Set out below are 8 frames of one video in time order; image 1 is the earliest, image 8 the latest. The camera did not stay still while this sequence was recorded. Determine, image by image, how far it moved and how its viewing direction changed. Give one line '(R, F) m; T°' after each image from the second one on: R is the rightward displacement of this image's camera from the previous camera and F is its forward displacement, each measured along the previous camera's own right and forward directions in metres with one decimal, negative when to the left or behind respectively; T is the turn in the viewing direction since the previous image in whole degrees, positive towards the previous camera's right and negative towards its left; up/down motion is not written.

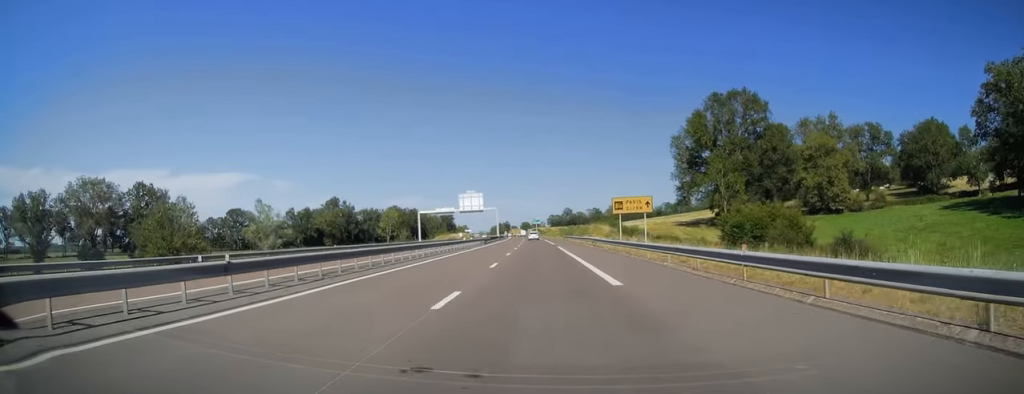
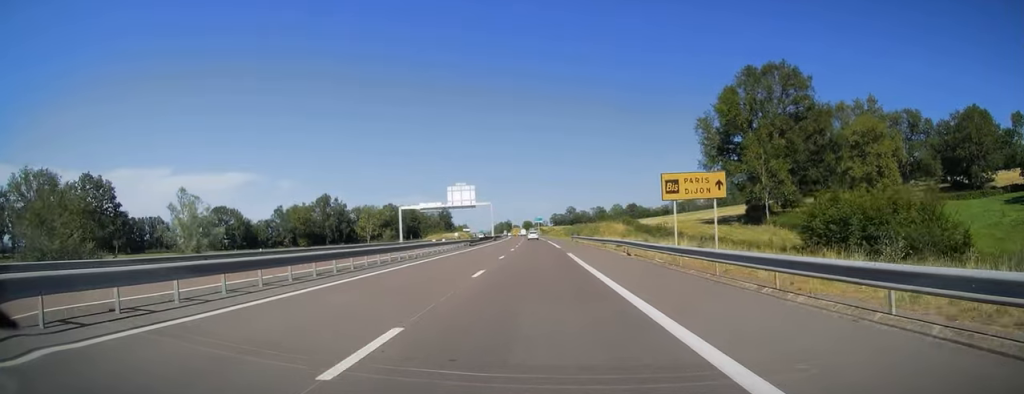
(0.0, +18.1) m; 0°
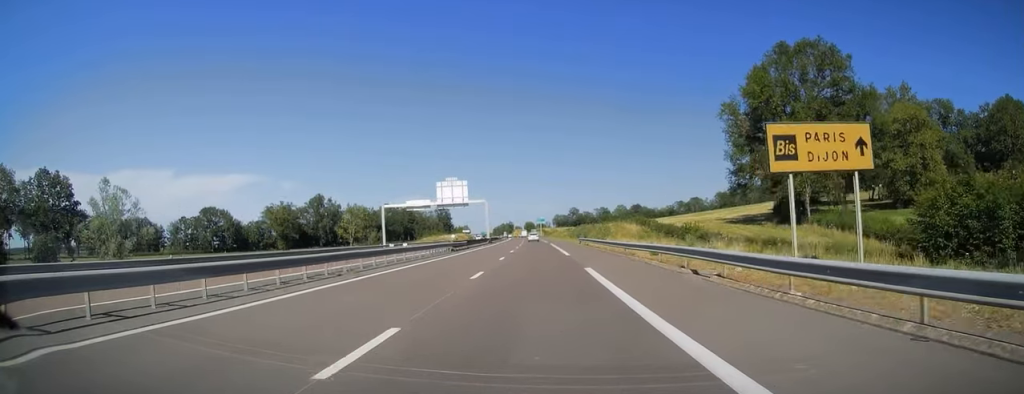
(0.0, +12.7) m; 0°
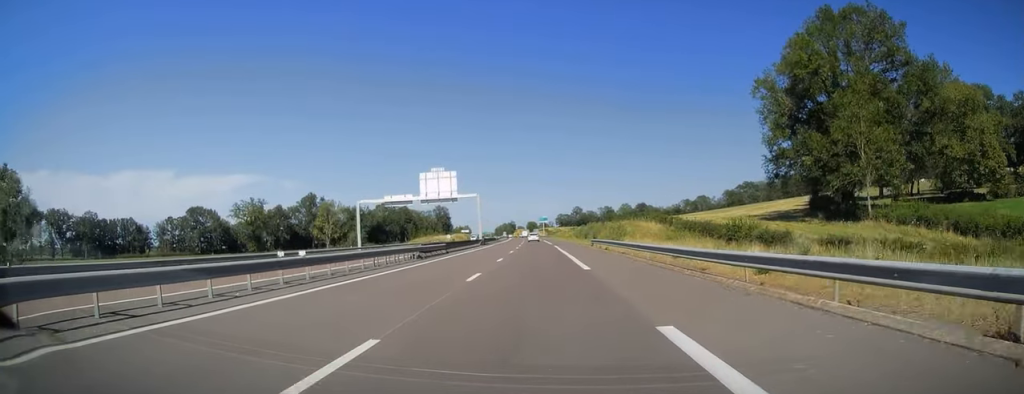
(0.0, +13.7) m; 0°
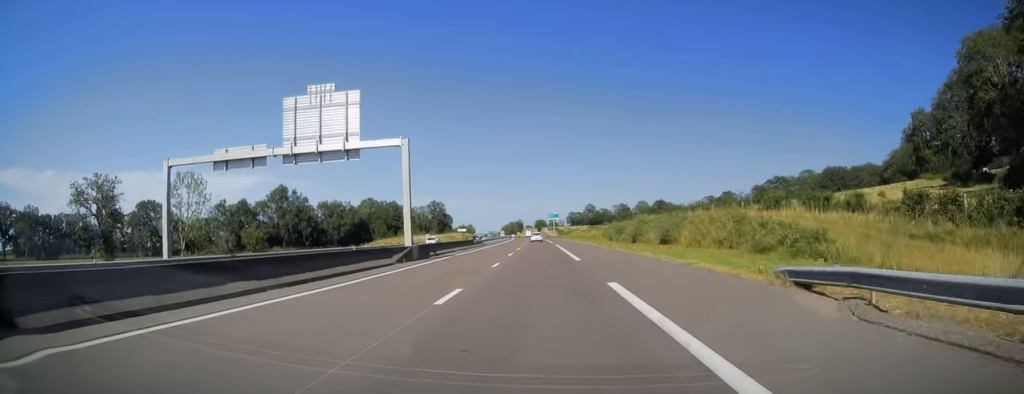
(-0.1, +44.1) m; -1°
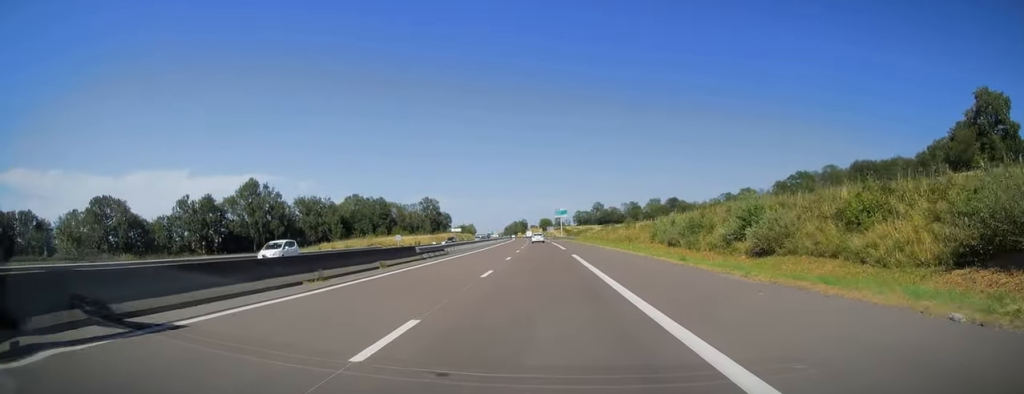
(-0.4, +30.9) m; -1°
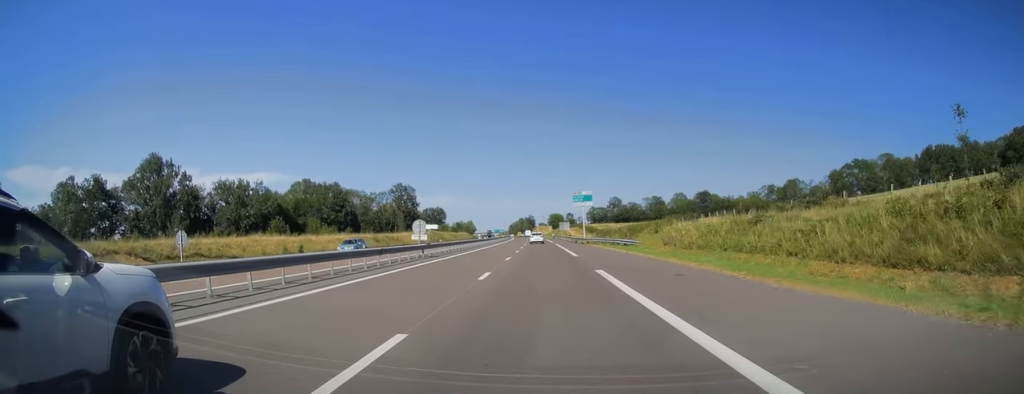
(-0.4, +65.8) m; -1°
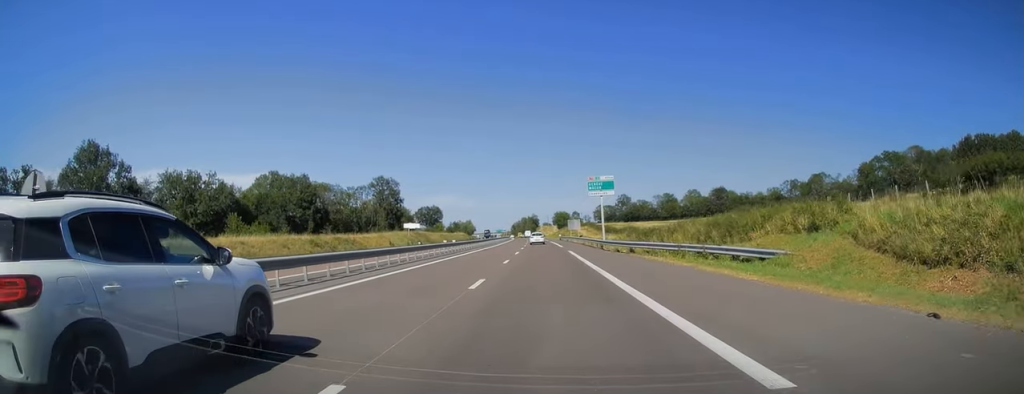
(-0.2, +28.5) m; 0°
